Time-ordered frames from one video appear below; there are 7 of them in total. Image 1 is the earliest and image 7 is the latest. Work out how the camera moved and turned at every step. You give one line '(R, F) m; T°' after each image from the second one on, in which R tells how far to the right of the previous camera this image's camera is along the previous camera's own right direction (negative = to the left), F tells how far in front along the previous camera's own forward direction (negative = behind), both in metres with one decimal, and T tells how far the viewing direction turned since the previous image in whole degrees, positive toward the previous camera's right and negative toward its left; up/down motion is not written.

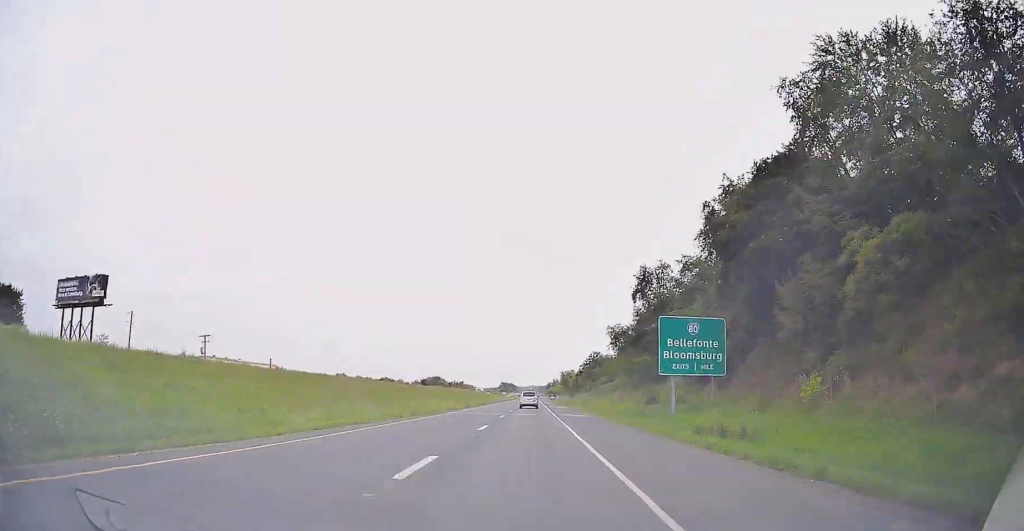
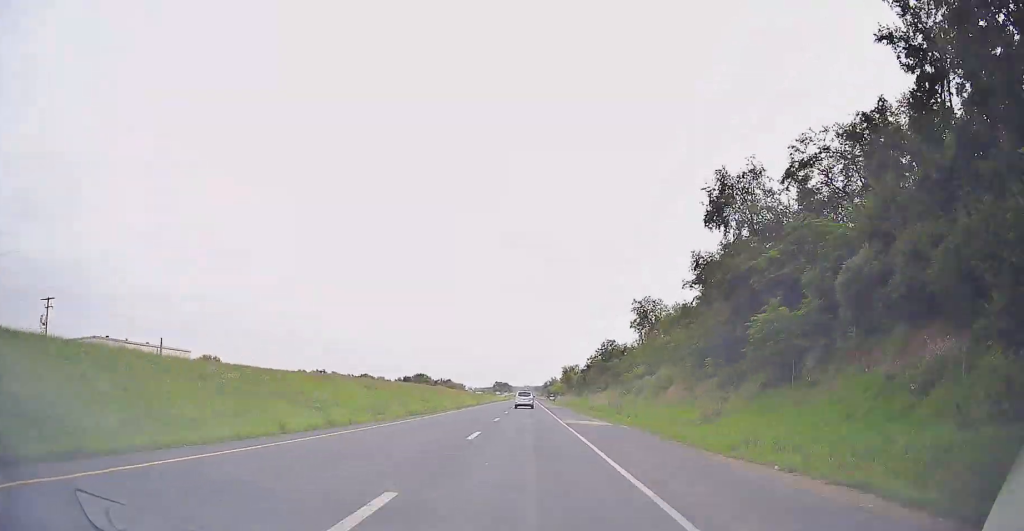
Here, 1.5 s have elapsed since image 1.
(-0.1, +41.7) m; 0°
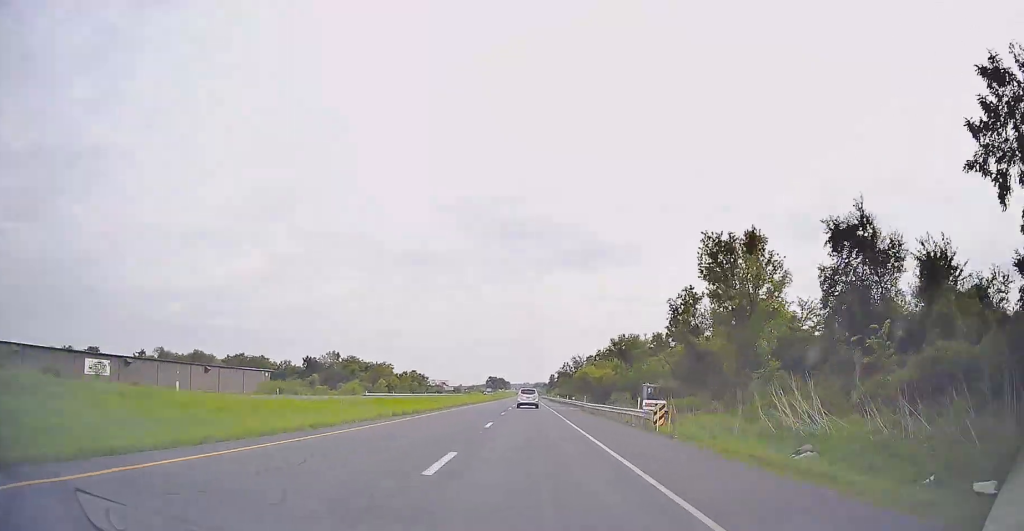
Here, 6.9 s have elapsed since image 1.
(-0.3, +153.0) m; 0°
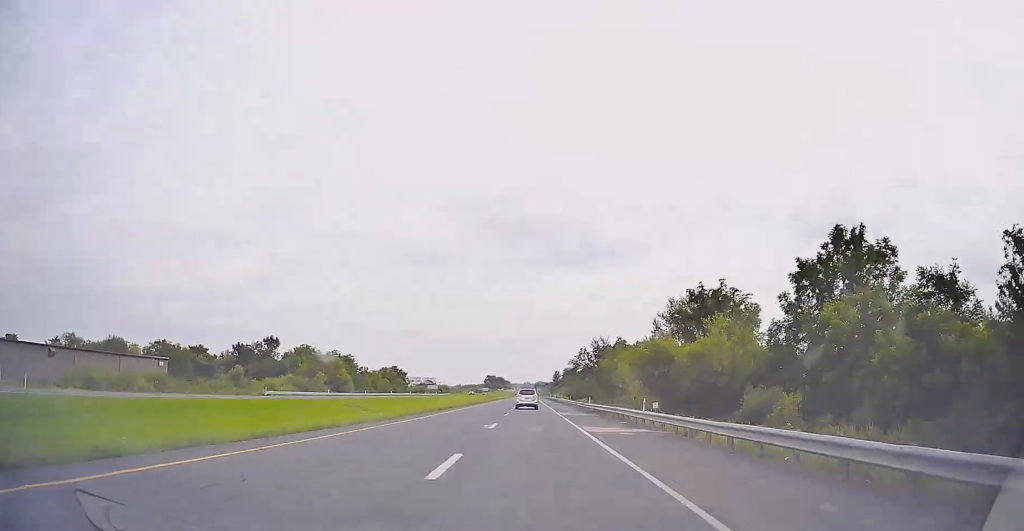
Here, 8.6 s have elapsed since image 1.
(0.0, +48.8) m; 0°
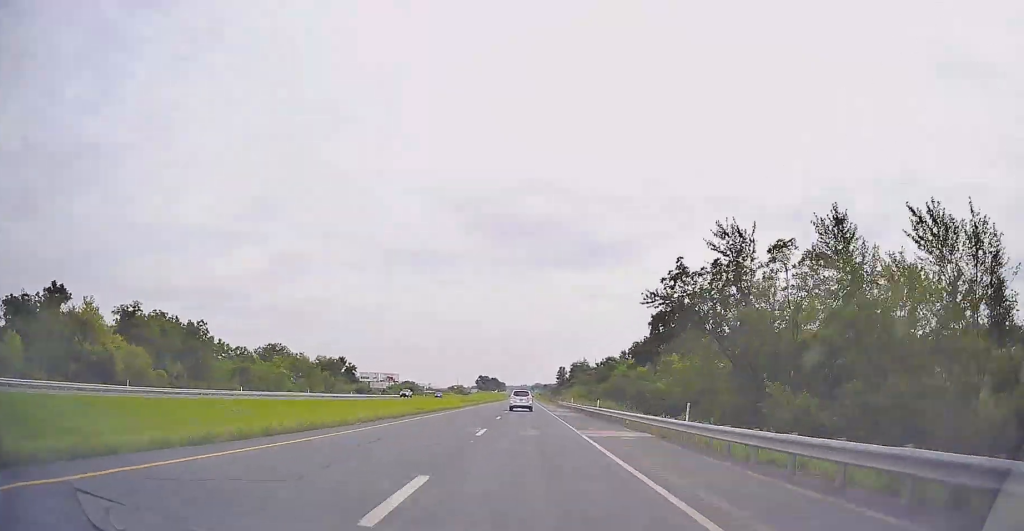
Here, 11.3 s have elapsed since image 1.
(+0.2, +77.2) m; 0°
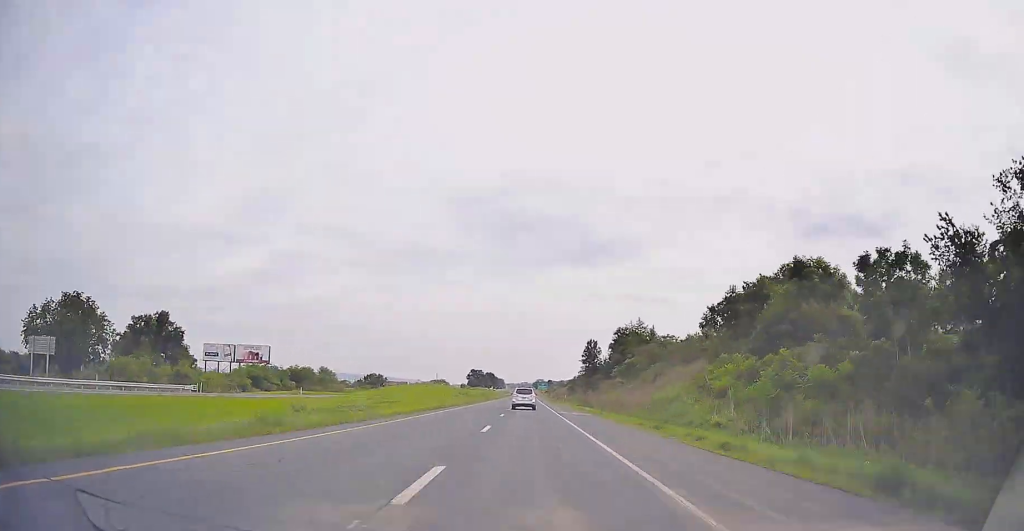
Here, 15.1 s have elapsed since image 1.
(+0.2, +107.8) m; 0°
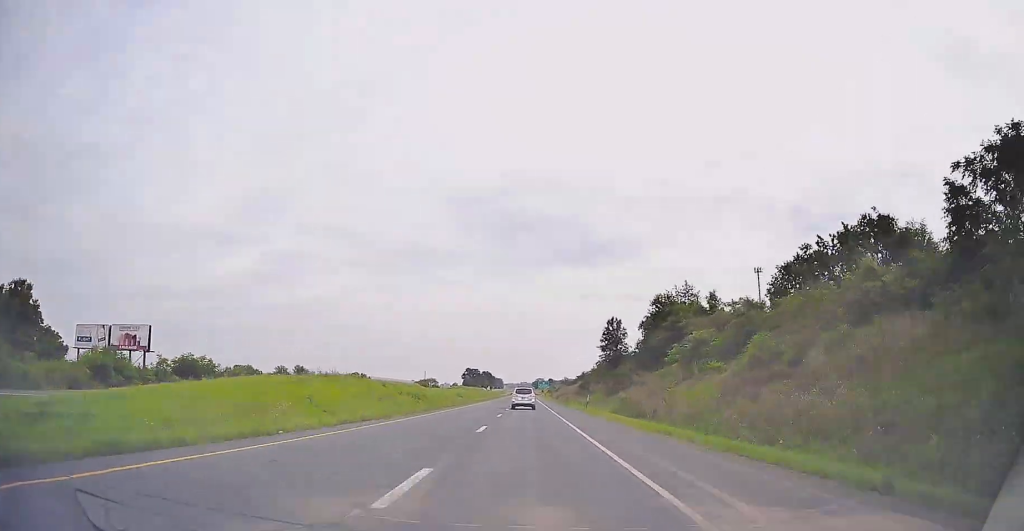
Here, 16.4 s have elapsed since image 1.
(-0.1, +36.4) m; 0°
